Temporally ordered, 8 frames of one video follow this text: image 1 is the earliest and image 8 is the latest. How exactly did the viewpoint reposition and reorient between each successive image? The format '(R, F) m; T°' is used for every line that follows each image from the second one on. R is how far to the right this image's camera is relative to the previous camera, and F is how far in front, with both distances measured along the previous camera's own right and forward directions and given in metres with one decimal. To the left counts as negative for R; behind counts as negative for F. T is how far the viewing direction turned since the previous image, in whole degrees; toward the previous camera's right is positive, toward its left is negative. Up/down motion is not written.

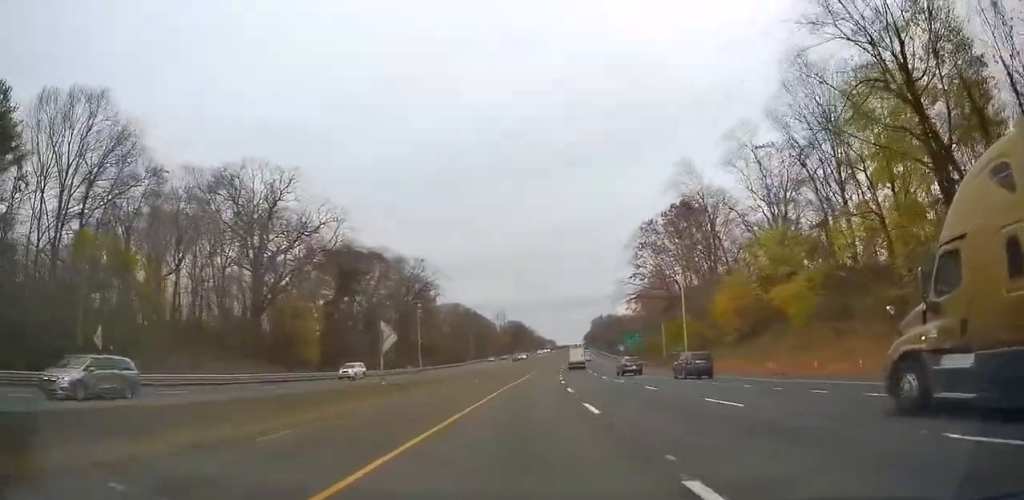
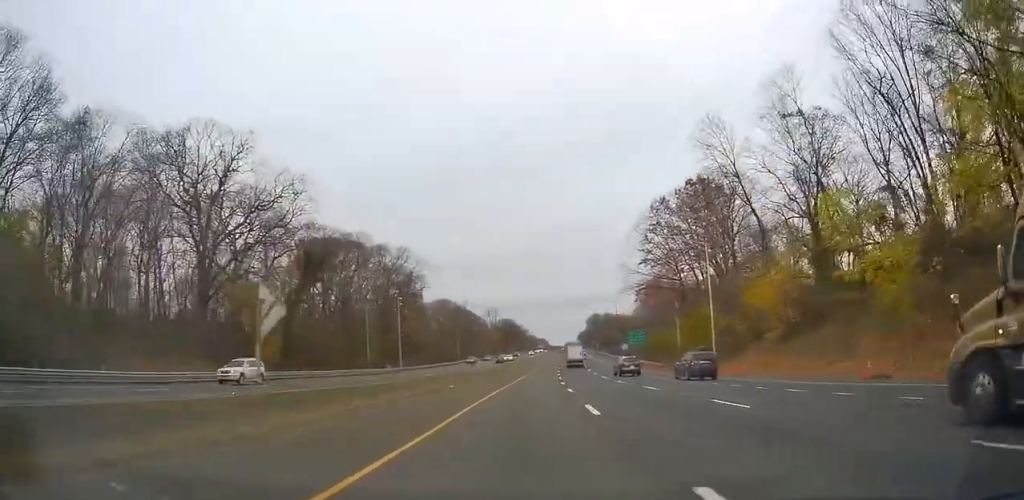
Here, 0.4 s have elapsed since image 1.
(+0.1, +12.7) m; 0°
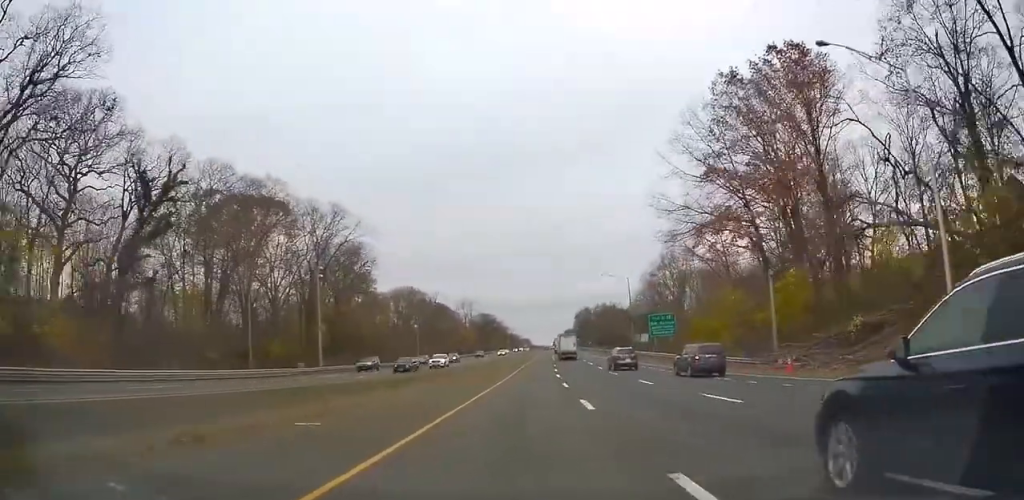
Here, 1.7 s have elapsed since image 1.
(+0.1, +35.7) m; +1°
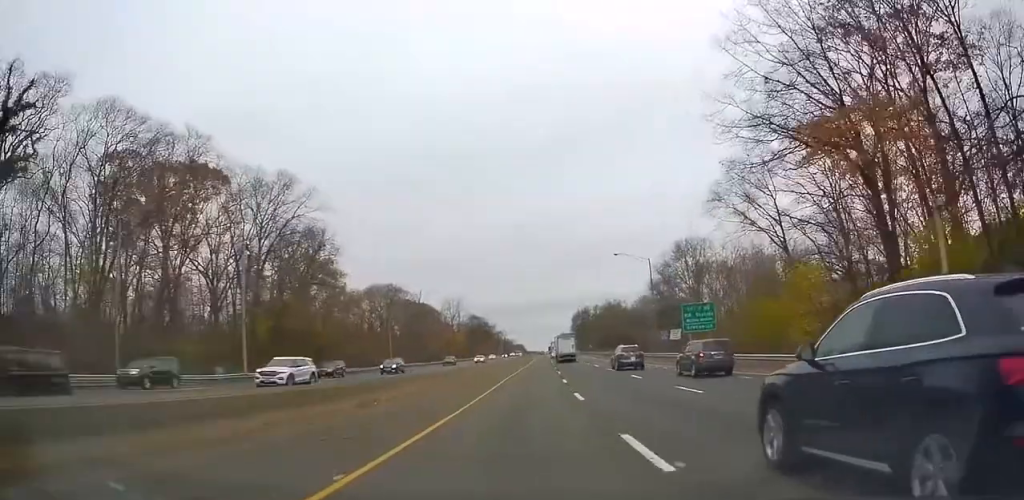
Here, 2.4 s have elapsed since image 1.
(-0.1, +20.5) m; +1°
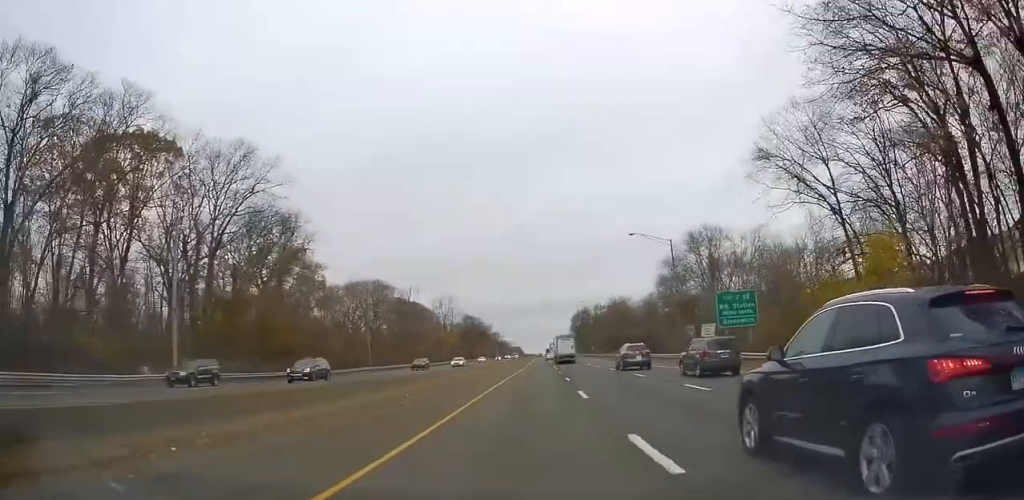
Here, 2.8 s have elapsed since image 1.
(+0.3, +12.3) m; +1°
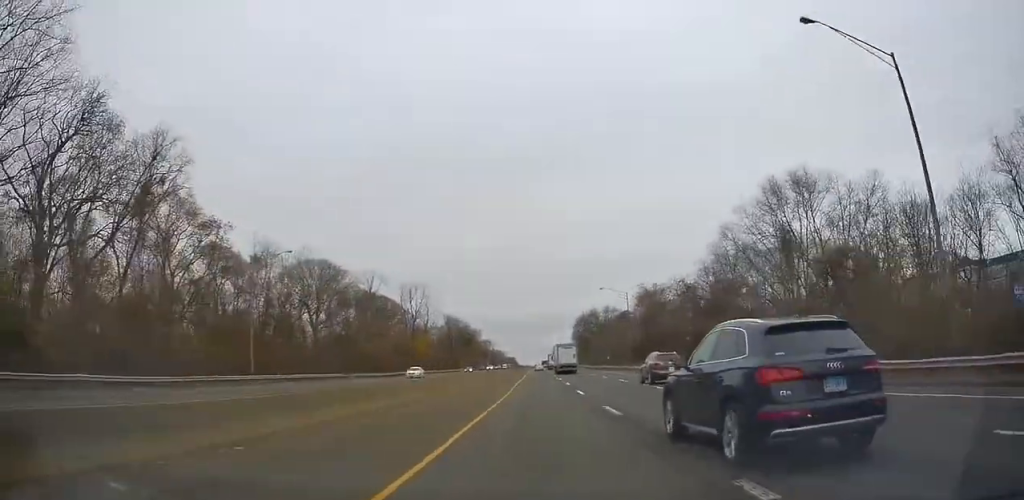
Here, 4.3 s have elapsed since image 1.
(+1.3, +40.3) m; +1°
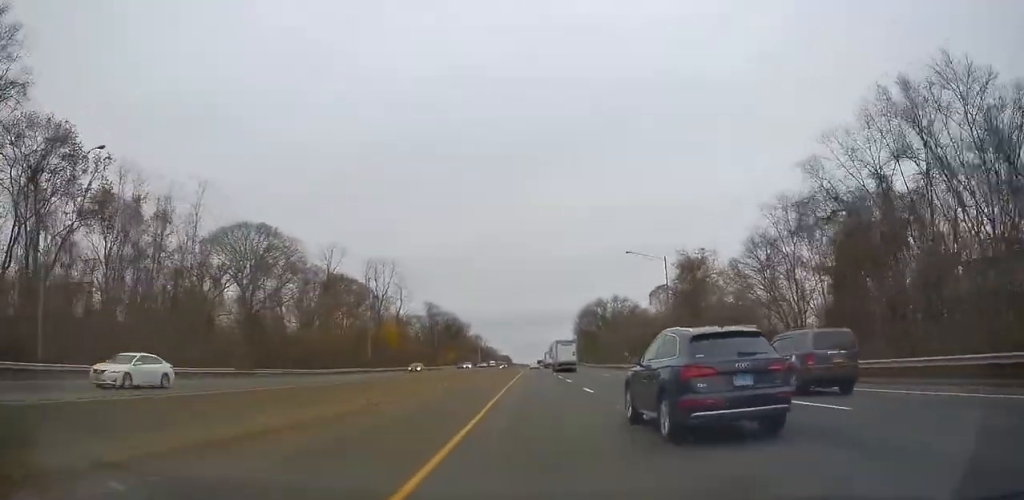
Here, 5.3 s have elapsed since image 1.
(-1.0, +28.7) m; 0°
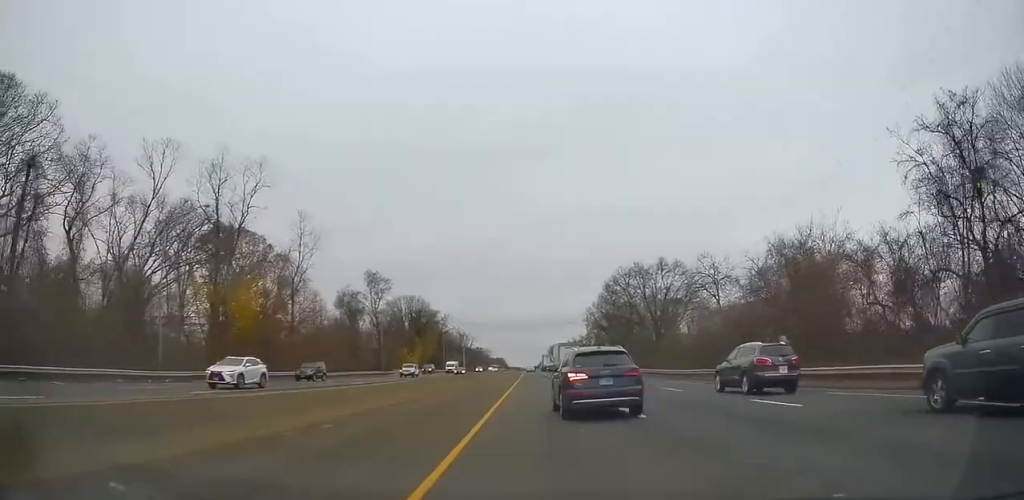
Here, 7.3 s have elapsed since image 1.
(+1.3, +58.2) m; +1°
